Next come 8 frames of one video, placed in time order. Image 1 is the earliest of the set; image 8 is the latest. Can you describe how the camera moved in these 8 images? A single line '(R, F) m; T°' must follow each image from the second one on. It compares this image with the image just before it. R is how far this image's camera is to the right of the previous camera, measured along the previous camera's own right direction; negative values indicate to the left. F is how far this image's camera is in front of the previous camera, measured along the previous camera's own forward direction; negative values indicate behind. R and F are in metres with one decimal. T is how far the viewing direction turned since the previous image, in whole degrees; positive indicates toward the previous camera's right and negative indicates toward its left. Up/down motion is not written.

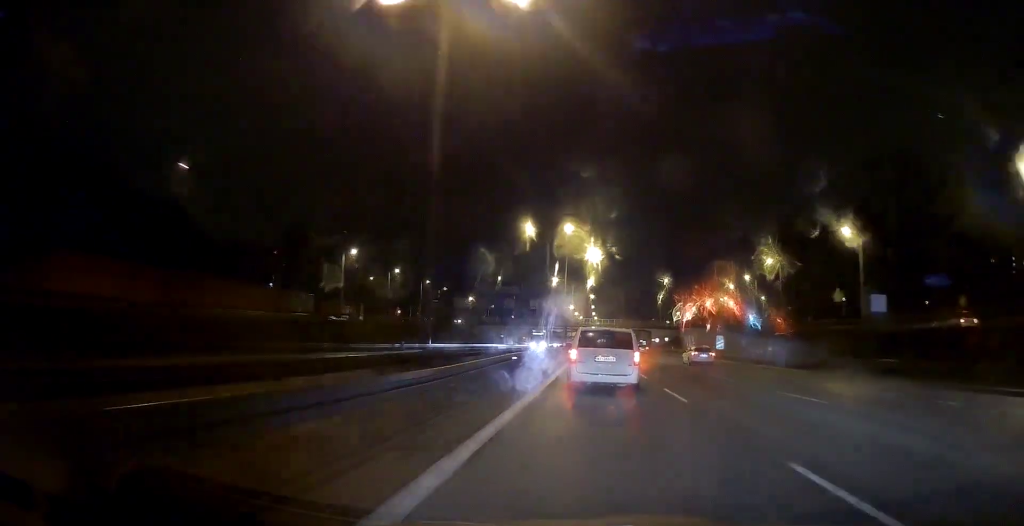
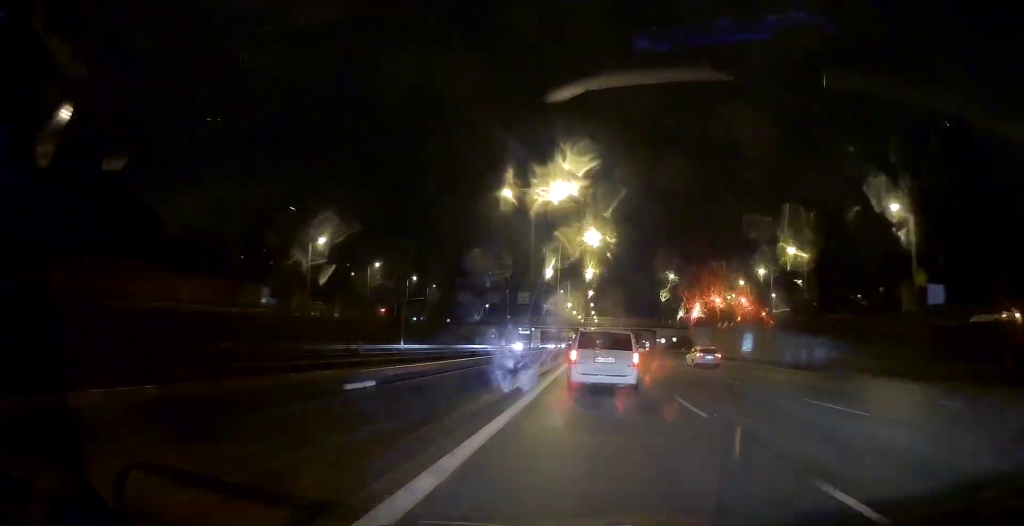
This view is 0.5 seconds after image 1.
(-0.1, +12.9) m; 0°
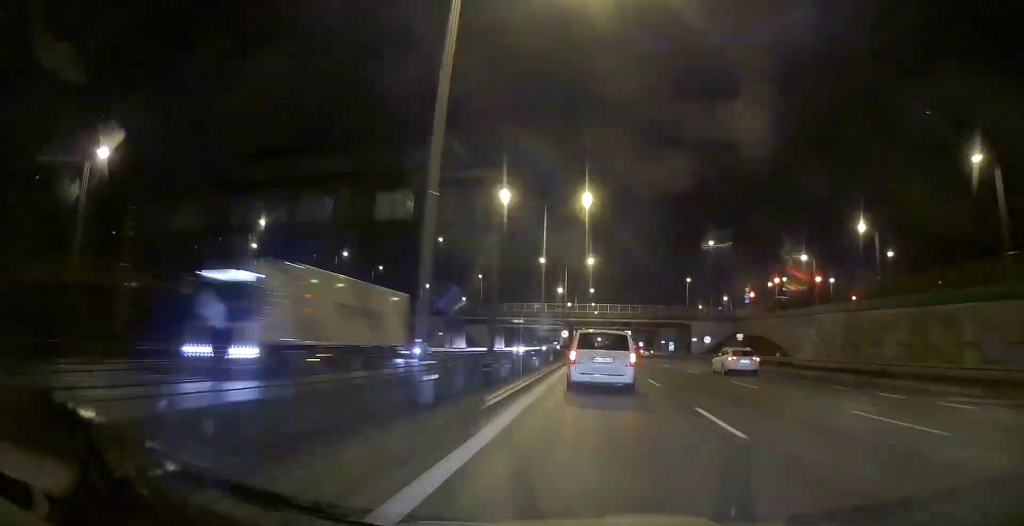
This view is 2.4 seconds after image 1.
(0.0, +48.4) m; 0°
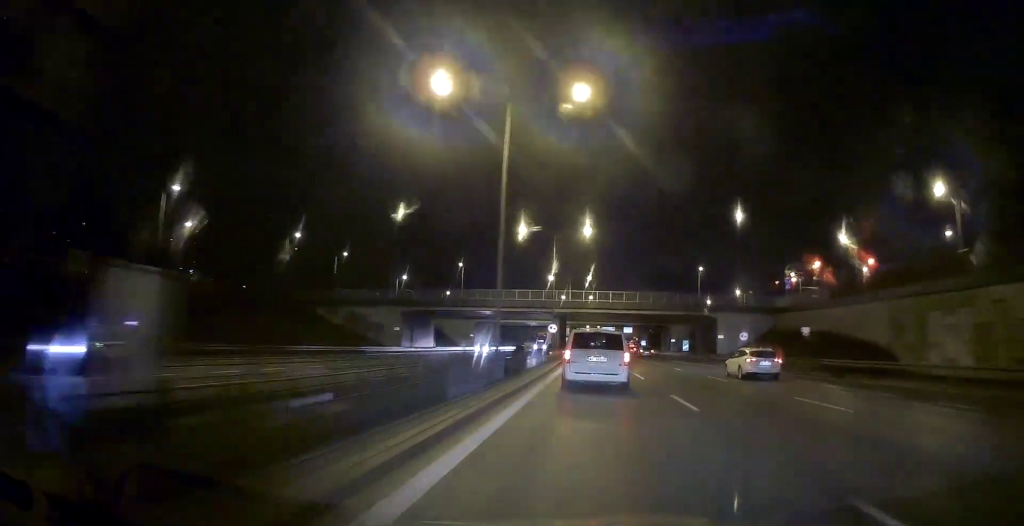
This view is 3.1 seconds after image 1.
(+0.1, +20.0) m; +1°
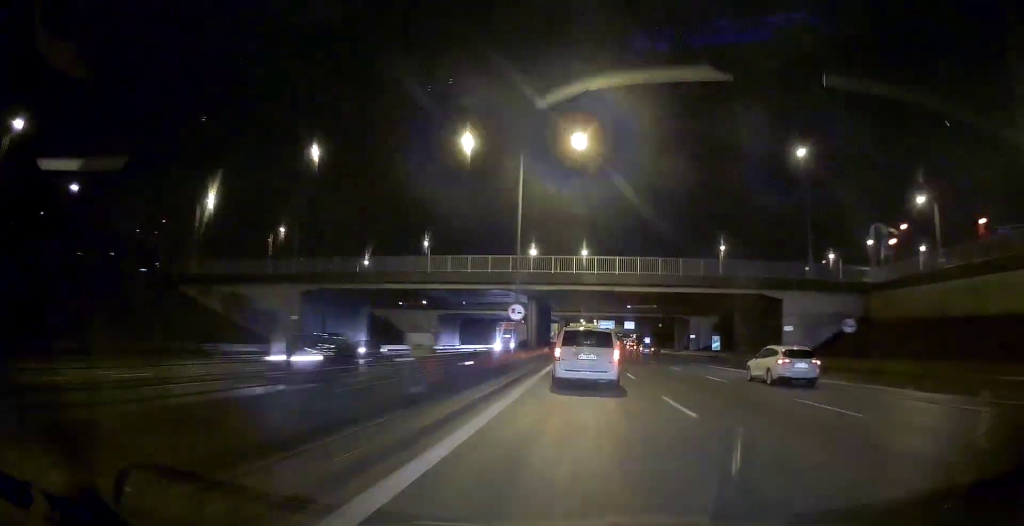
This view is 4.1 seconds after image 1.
(+0.3, +25.3) m; +1°
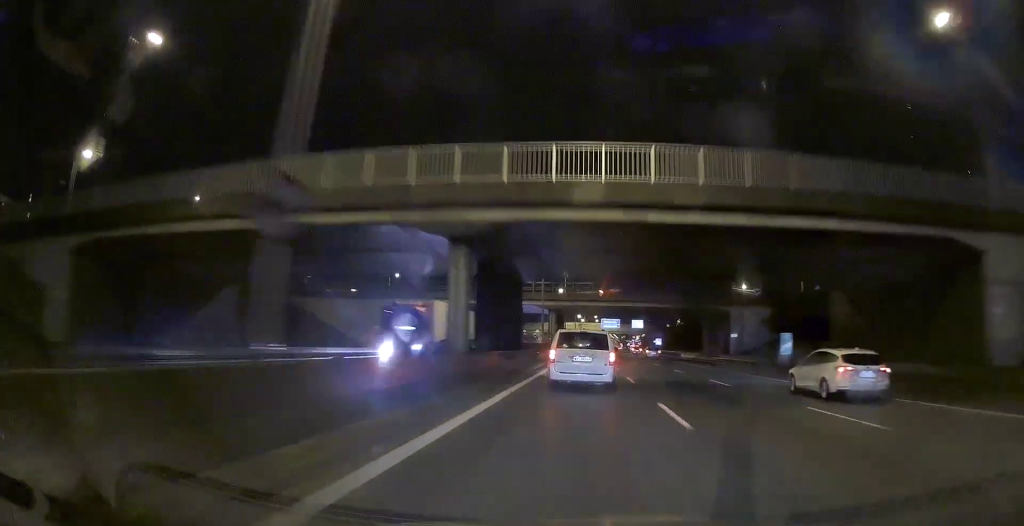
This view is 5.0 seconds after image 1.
(0.0, +24.6) m; 0°
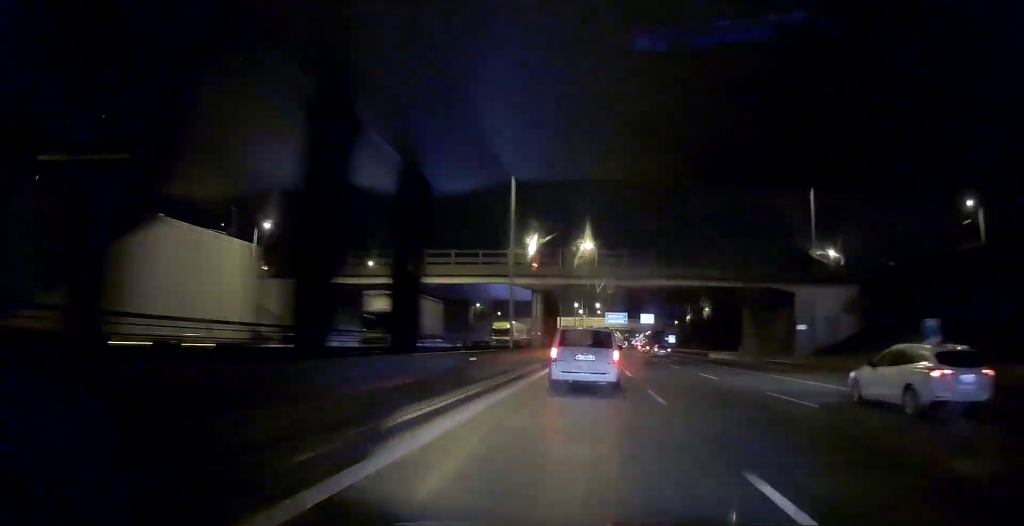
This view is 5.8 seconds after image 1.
(-0.1, +19.6) m; 0°
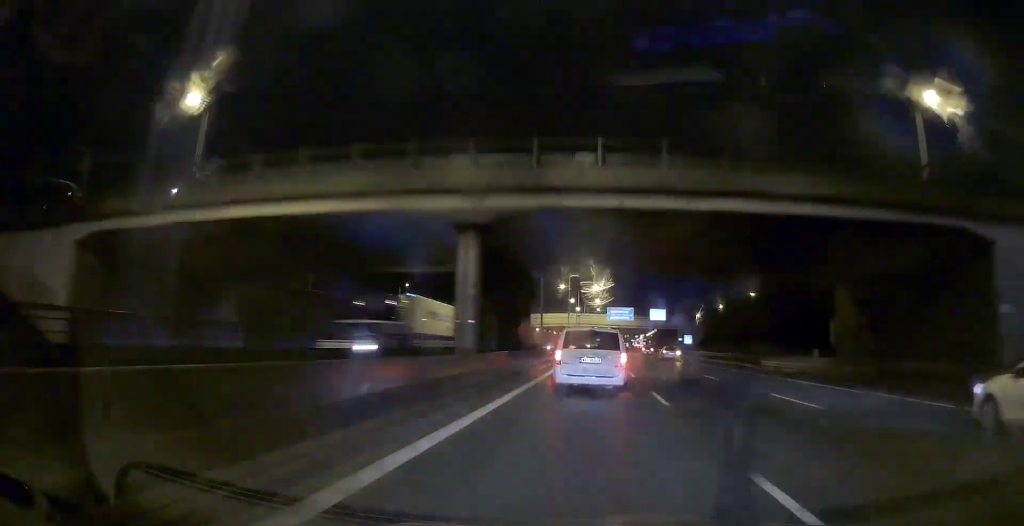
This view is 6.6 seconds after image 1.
(0.0, +23.4) m; 0°
